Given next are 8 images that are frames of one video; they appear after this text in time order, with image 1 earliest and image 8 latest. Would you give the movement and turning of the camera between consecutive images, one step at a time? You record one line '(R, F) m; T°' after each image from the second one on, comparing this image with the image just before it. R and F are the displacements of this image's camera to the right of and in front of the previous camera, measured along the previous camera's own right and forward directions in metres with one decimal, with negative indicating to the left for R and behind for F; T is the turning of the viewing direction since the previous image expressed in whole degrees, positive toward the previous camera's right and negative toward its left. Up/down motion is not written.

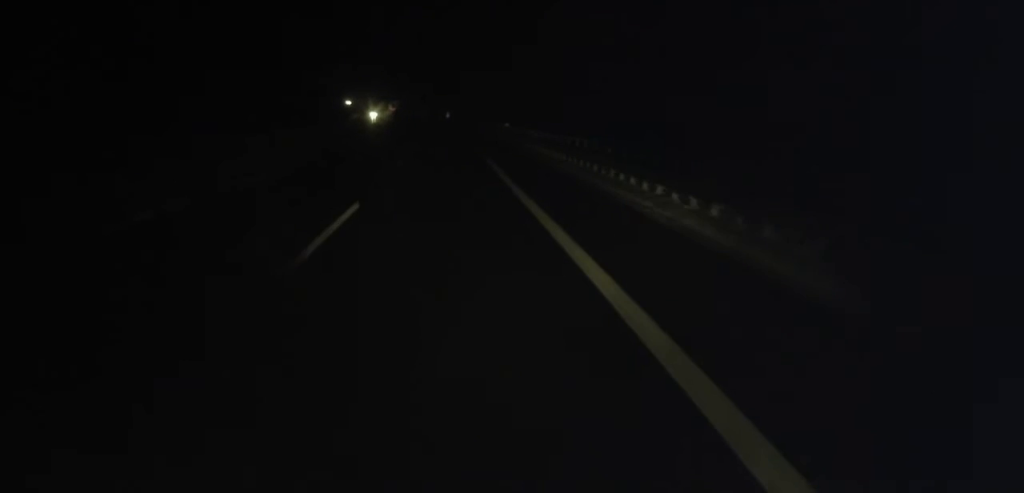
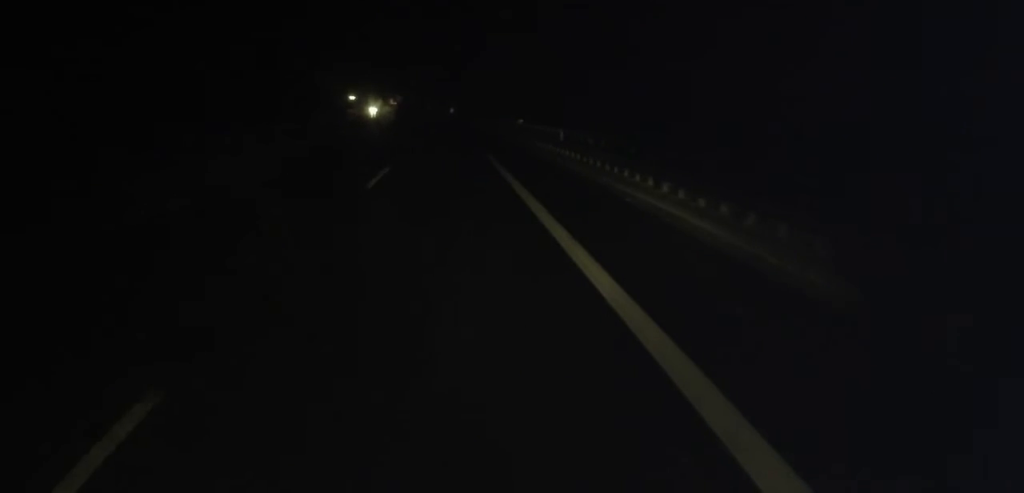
(+0.2, +10.0) m; 0°
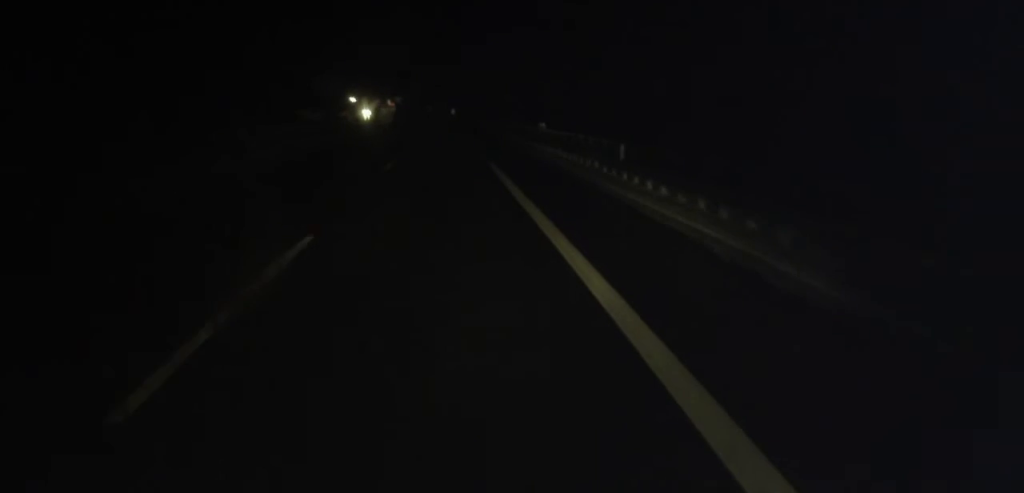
(+0.2, +12.3) m; 0°
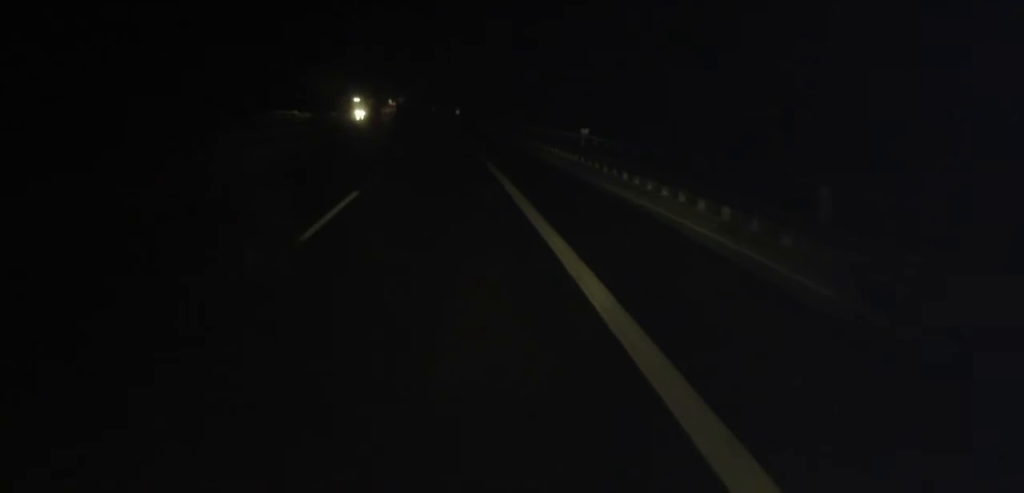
(-0.2, +12.2) m; 0°
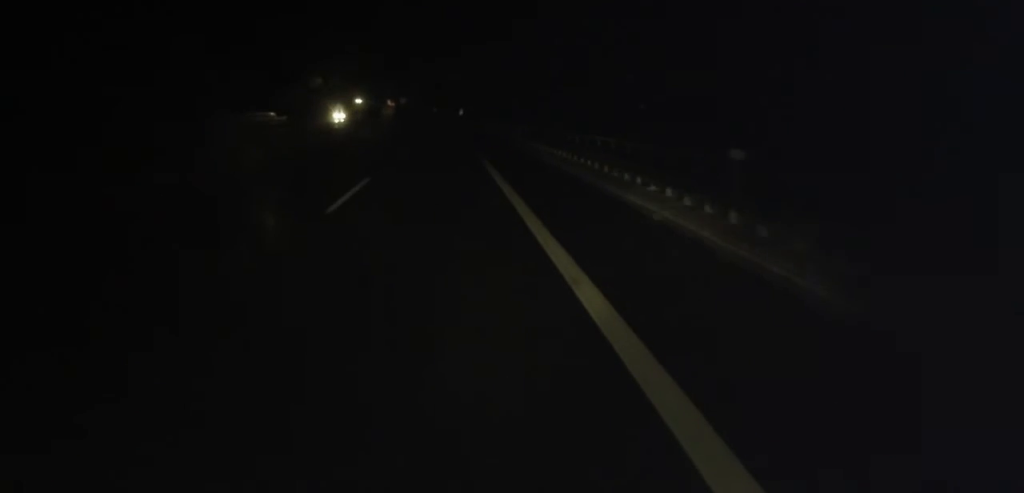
(-0.1, +15.3) m; 0°
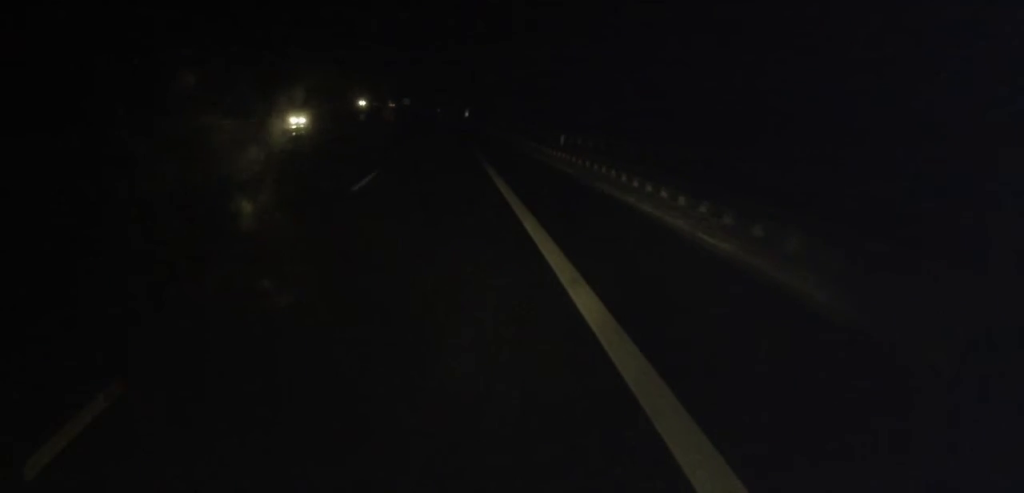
(0.0, +14.5) m; 0°
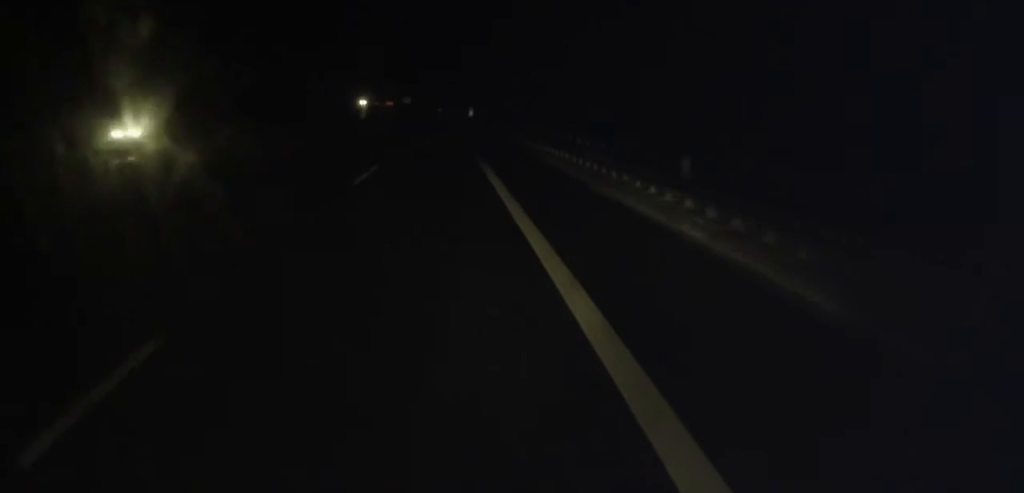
(0.0, +16.8) m; -1°
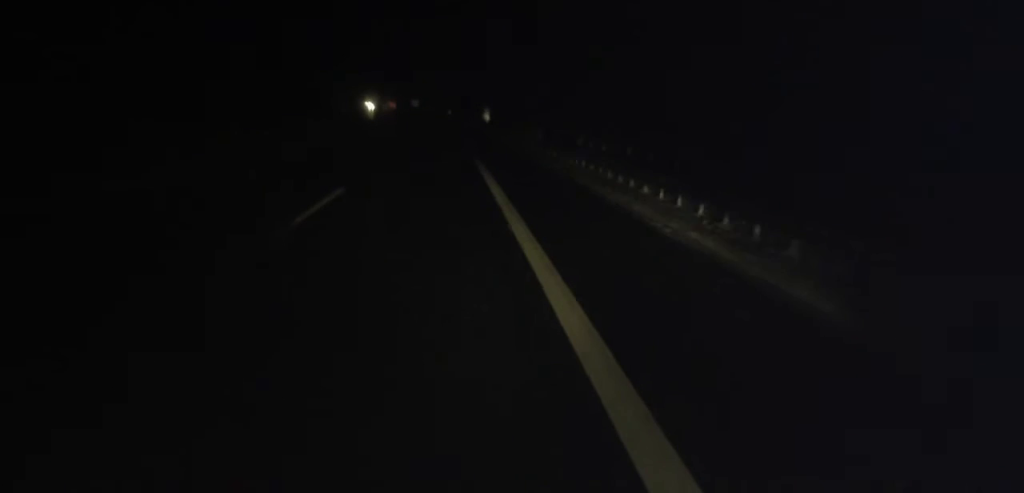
(-0.4, +25.2) m; -1°
